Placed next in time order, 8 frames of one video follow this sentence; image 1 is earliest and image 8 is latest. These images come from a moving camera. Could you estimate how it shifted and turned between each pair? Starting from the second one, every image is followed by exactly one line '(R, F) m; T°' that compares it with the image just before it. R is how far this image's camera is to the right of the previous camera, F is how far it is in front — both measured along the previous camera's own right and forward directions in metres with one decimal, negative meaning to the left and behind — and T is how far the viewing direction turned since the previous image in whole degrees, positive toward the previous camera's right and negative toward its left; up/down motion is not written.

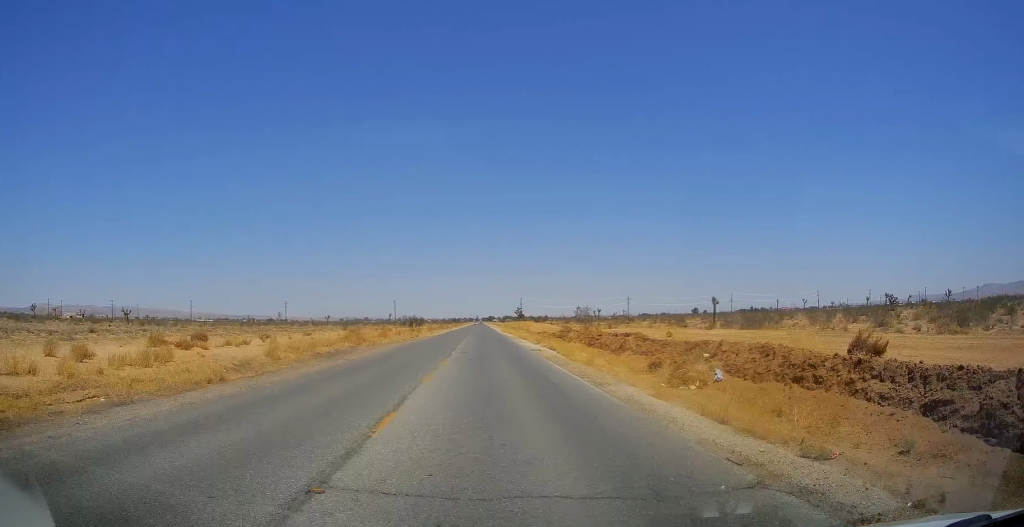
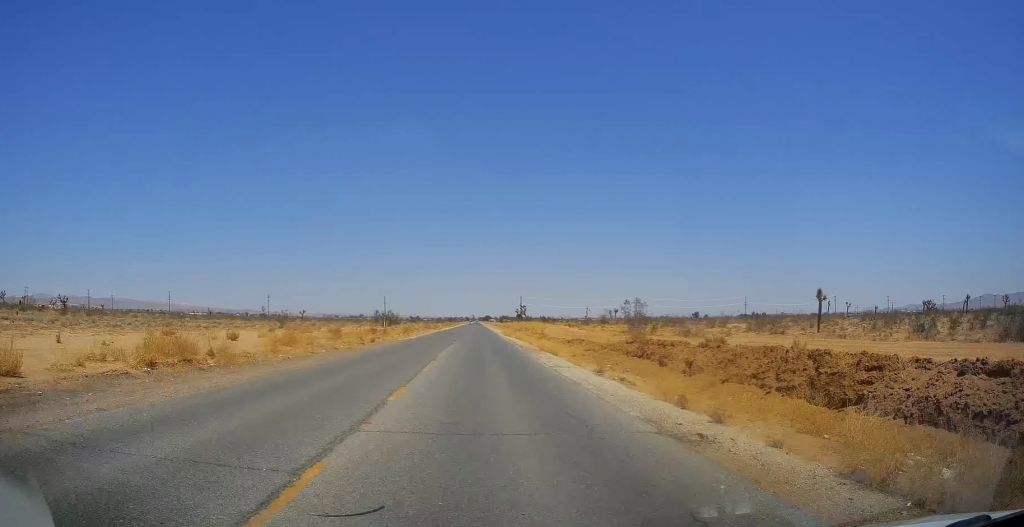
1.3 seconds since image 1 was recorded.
(+0.1, +25.6) m; +1°
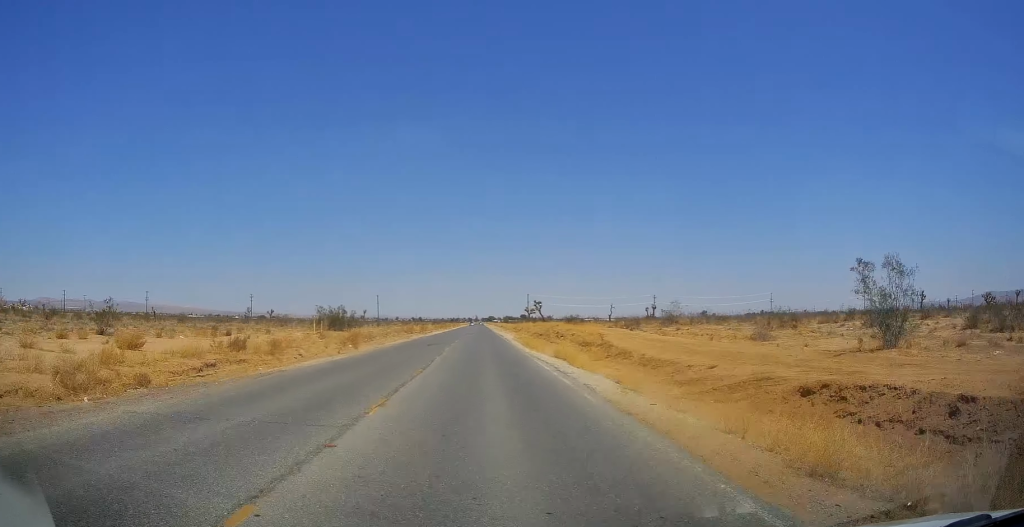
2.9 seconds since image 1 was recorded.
(+0.4, +31.7) m; 0°
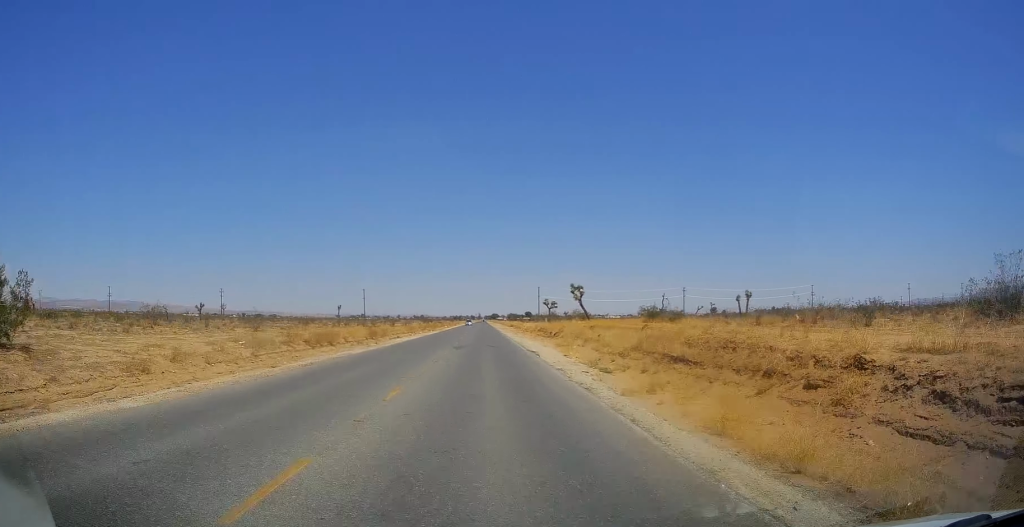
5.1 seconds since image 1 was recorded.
(-0.9, +43.2) m; -1°
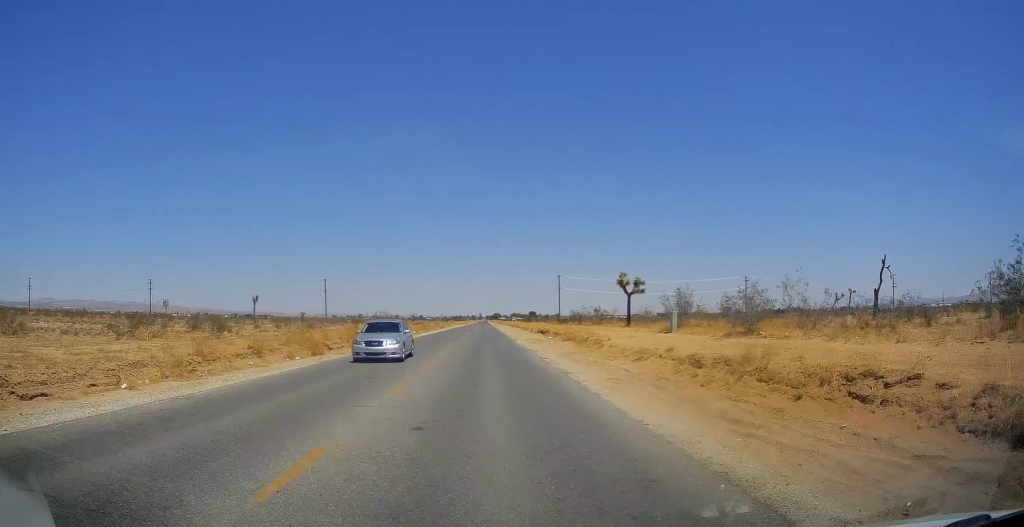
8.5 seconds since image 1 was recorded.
(+0.8, +67.9) m; +1°
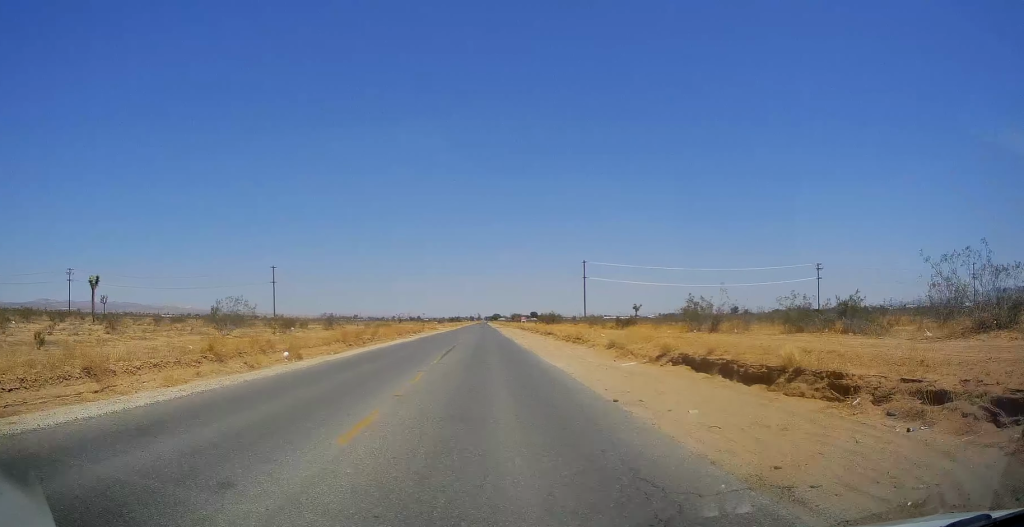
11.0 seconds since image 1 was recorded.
(0.0, +49.3) m; 0°
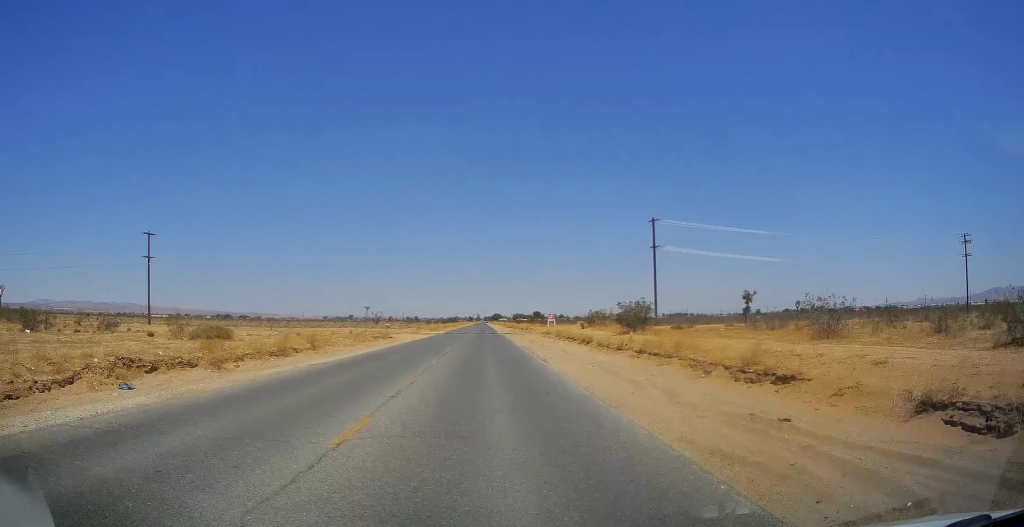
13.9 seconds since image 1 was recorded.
(0.0, +58.6) m; 0°
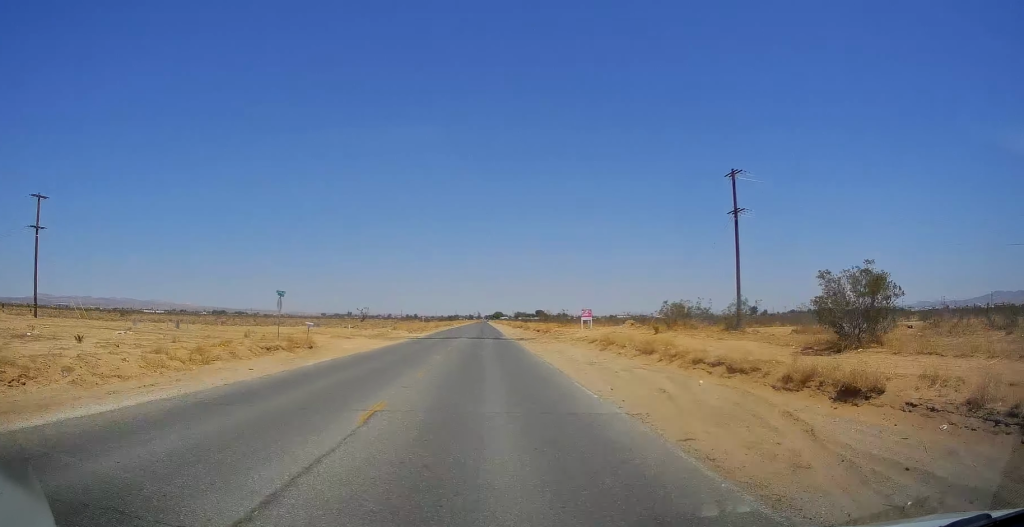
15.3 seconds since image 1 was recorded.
(0.0, +29.3) m; 0°
